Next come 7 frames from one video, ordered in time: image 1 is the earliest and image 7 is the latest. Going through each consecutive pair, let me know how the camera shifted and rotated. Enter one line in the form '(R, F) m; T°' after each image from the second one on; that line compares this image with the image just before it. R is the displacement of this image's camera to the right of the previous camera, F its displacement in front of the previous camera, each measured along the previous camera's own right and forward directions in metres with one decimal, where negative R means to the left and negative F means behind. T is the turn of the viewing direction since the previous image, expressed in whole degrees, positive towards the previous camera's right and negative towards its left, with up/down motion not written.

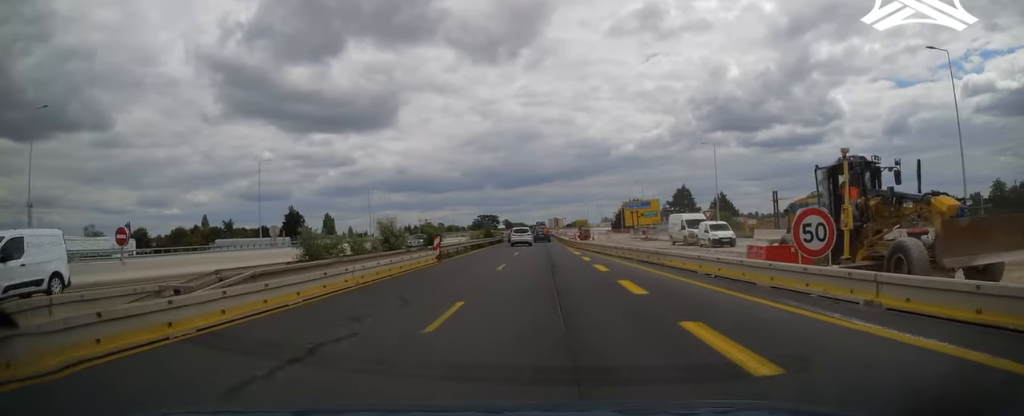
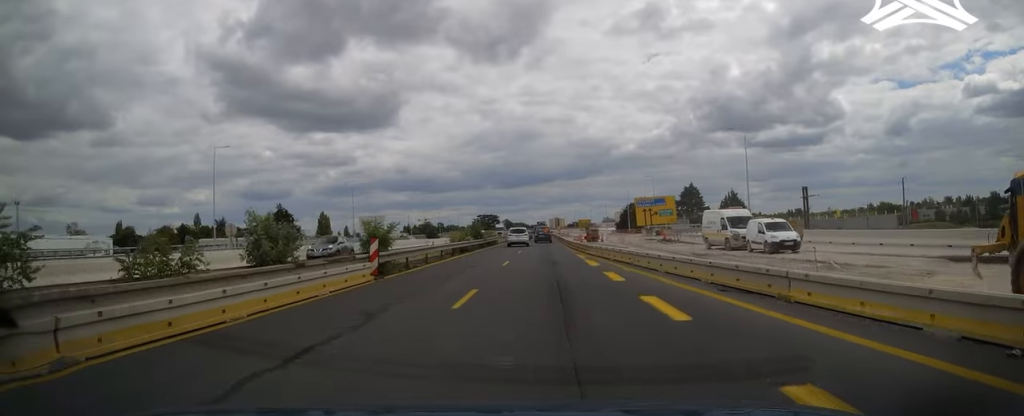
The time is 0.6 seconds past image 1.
(0.0, +10.5) m; 0°
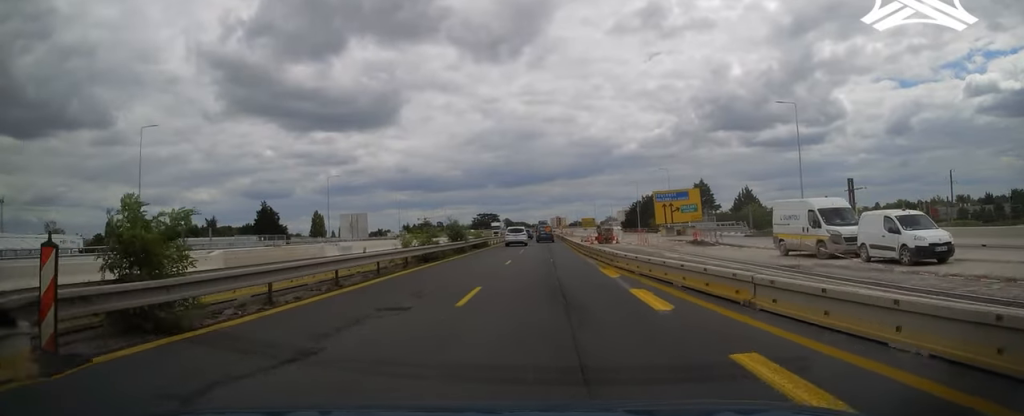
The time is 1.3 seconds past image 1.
(0.0, +12.5) m; 0°
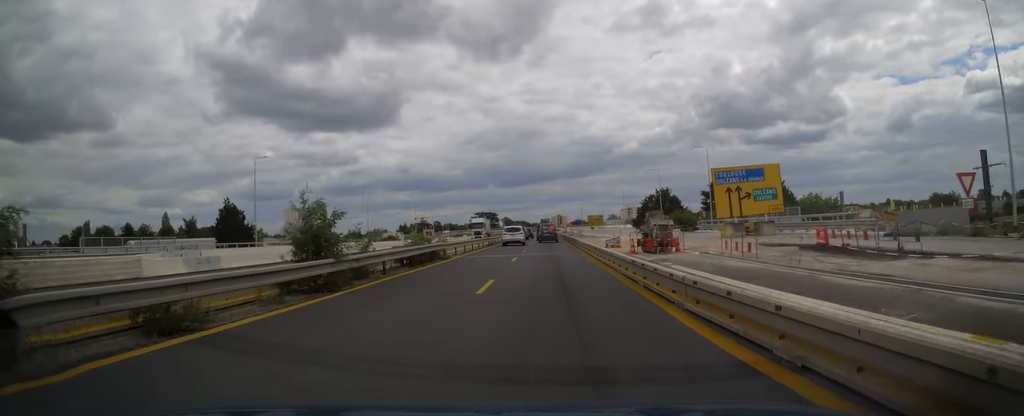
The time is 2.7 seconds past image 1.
(-0.1, +23.9) m; 0°
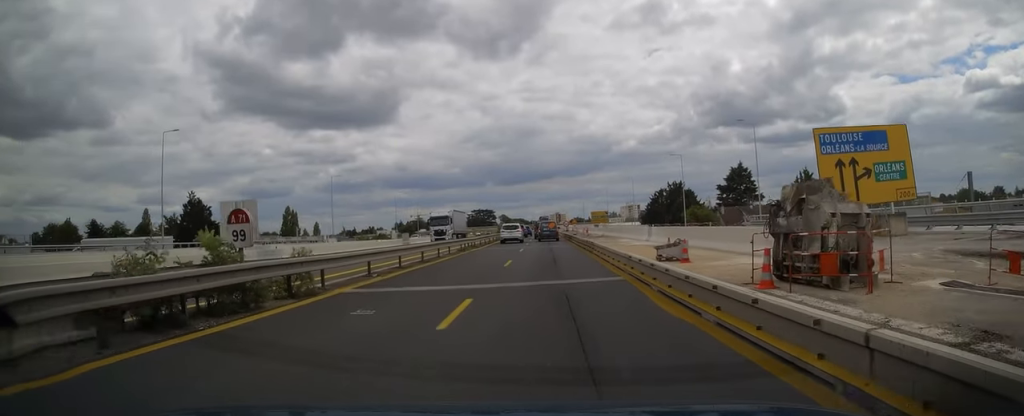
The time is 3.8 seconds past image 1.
(0.0, +17.8) m; 0°
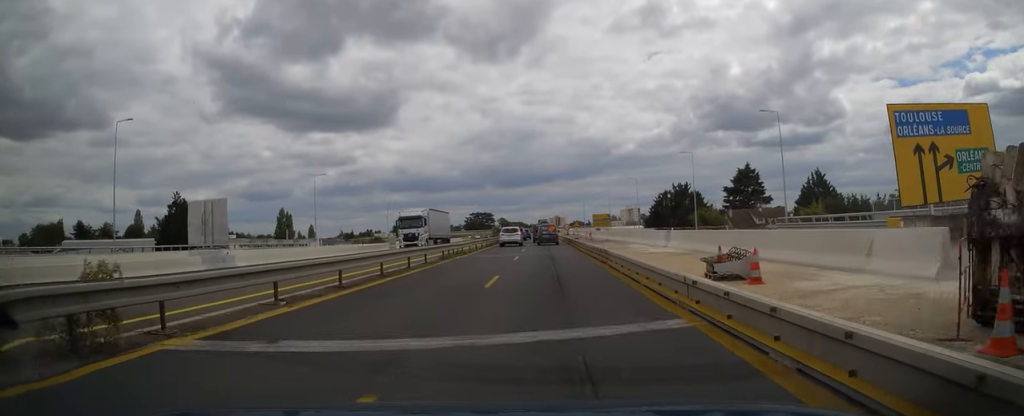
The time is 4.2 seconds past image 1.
(0.0, +6.7) m; 0°
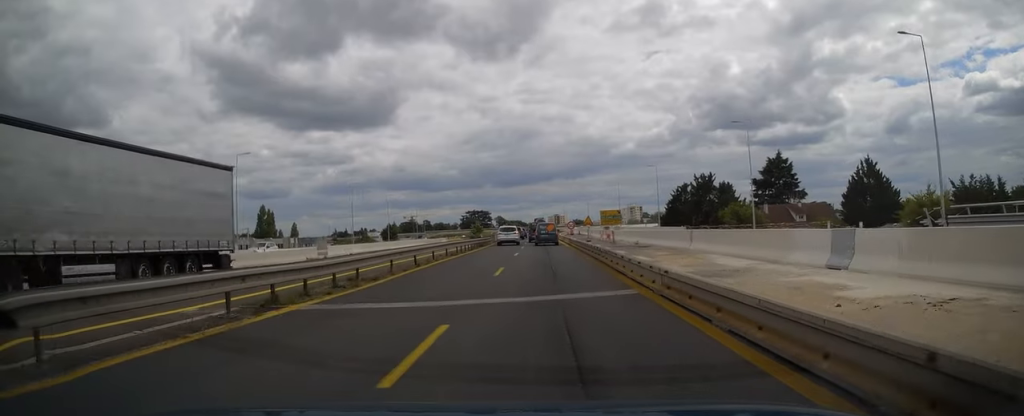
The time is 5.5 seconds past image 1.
(0.0, +22.3) m; 0°
